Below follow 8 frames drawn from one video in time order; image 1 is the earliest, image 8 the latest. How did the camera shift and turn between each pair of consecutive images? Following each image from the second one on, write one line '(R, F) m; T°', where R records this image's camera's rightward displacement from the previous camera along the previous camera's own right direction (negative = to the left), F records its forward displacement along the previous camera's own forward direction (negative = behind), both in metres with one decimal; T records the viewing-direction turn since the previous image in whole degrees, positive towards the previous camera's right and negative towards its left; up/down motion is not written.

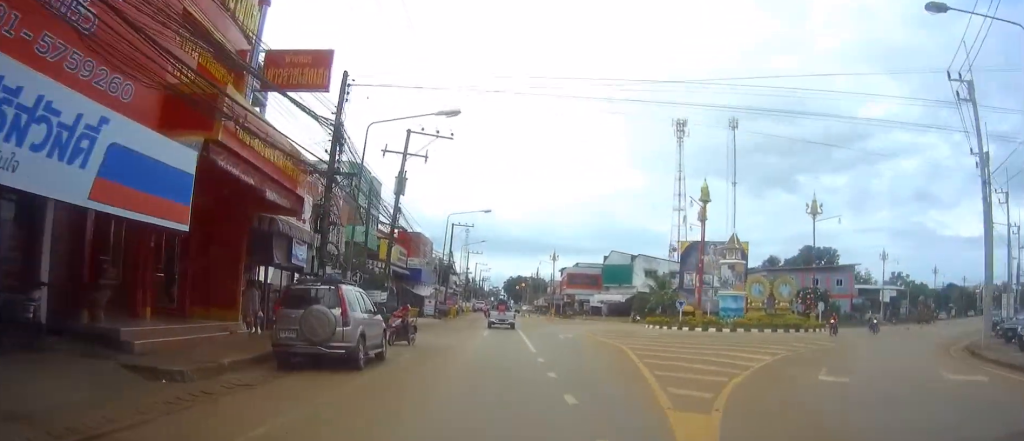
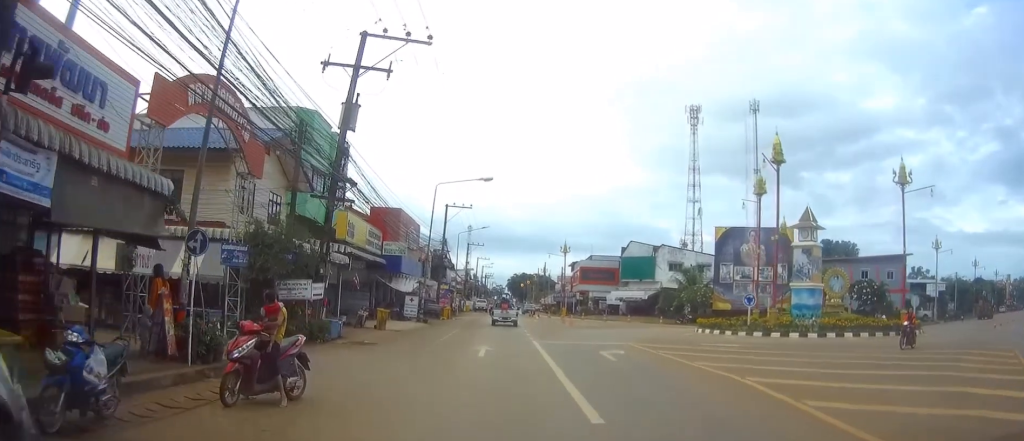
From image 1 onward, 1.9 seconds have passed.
(-0.4, +13.7) m; -3°
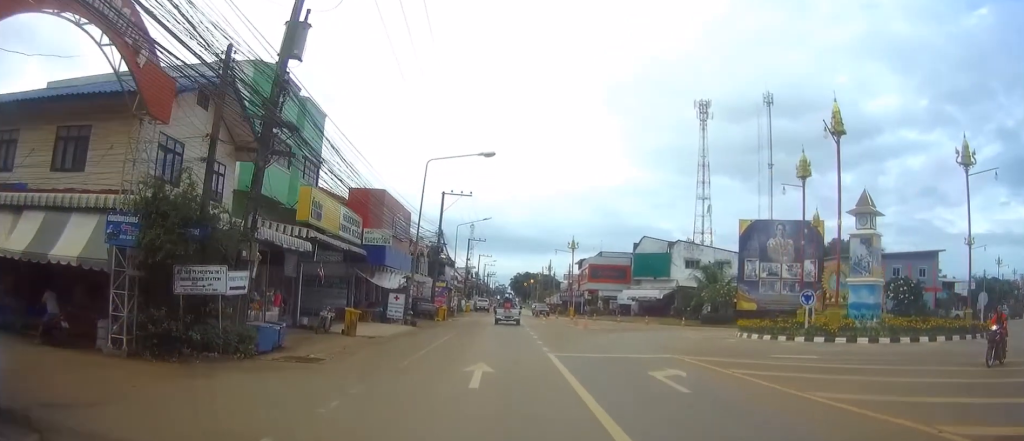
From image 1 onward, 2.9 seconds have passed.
(-0.1, +7.5) m; 0°
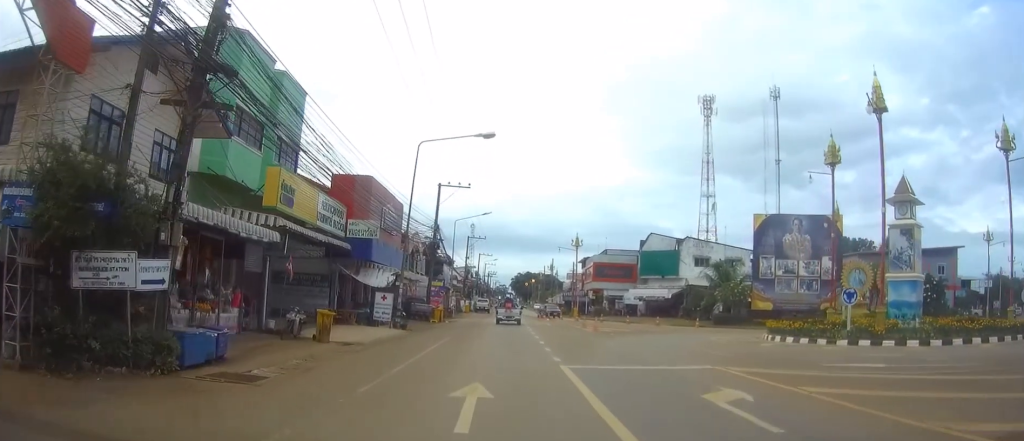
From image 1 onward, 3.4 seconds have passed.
(+0.1, +4.1) m; 0°
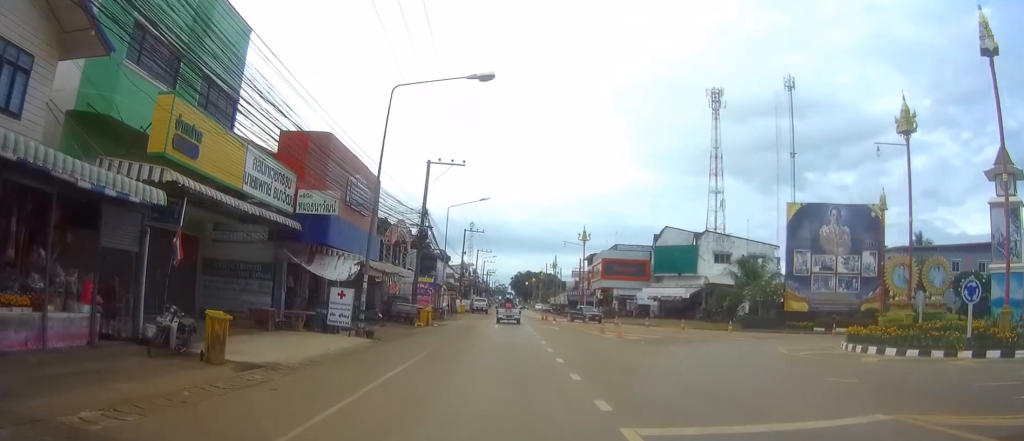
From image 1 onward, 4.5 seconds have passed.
(-0.1, +8.7) m; -1°
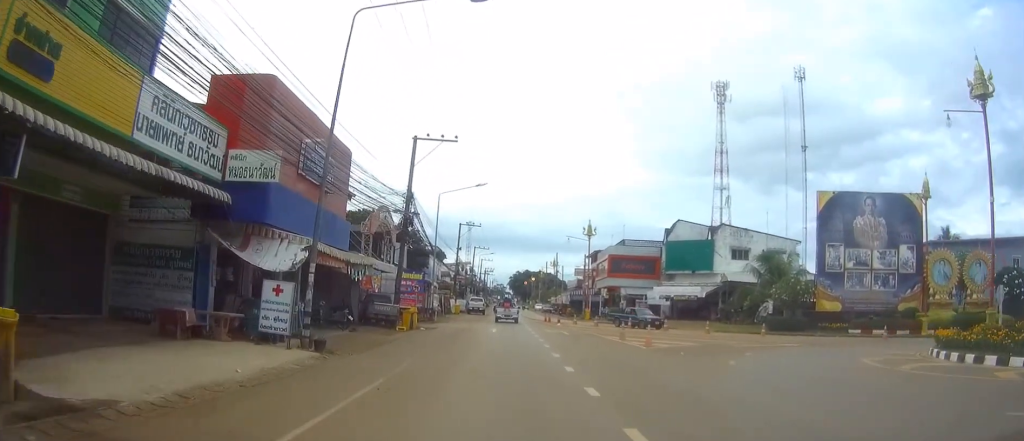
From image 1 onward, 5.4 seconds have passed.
(0.0, +6.8) m; -1°
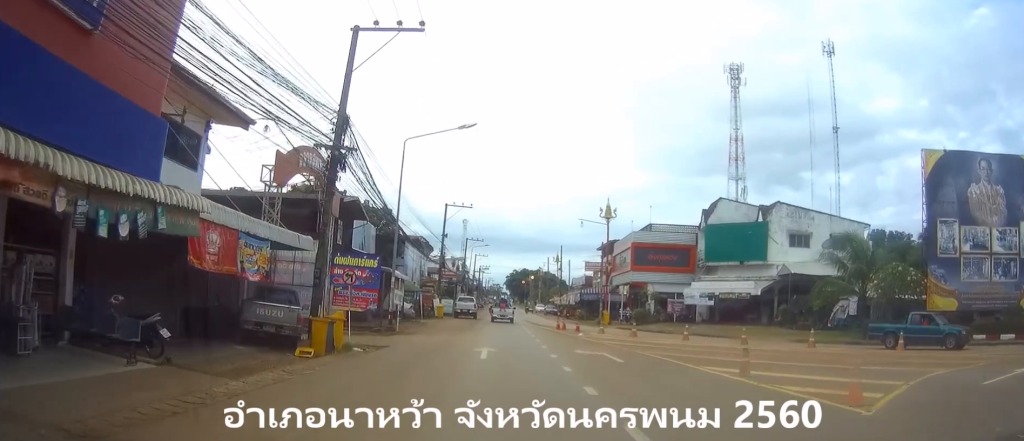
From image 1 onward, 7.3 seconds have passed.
(-0.1, +16.3) m; 0°
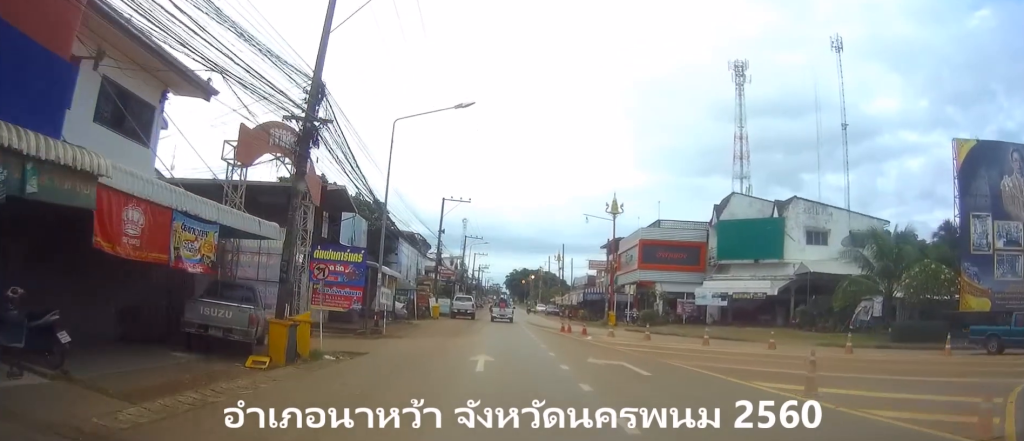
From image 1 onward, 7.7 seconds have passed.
(0.0, +3.5) m; 0°
